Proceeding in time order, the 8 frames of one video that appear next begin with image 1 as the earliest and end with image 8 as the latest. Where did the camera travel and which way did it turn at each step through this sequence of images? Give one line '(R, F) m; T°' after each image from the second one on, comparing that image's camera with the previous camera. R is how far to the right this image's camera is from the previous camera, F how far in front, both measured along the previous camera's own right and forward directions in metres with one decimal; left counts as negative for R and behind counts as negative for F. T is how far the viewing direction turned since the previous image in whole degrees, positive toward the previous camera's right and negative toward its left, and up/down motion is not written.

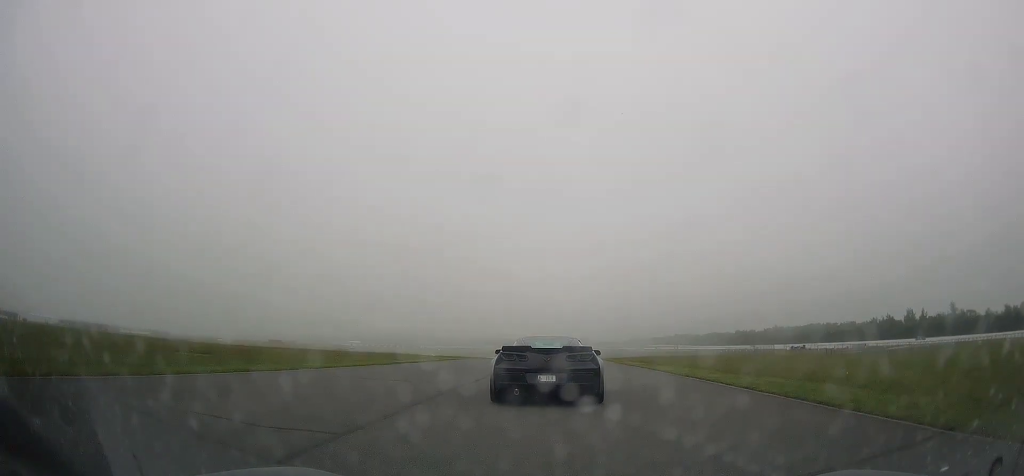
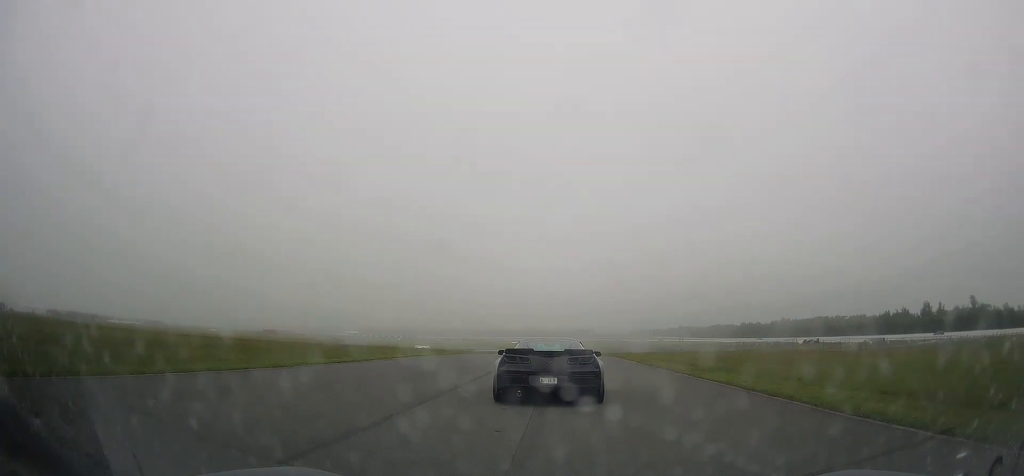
(0.0, +12.3) m; 0°
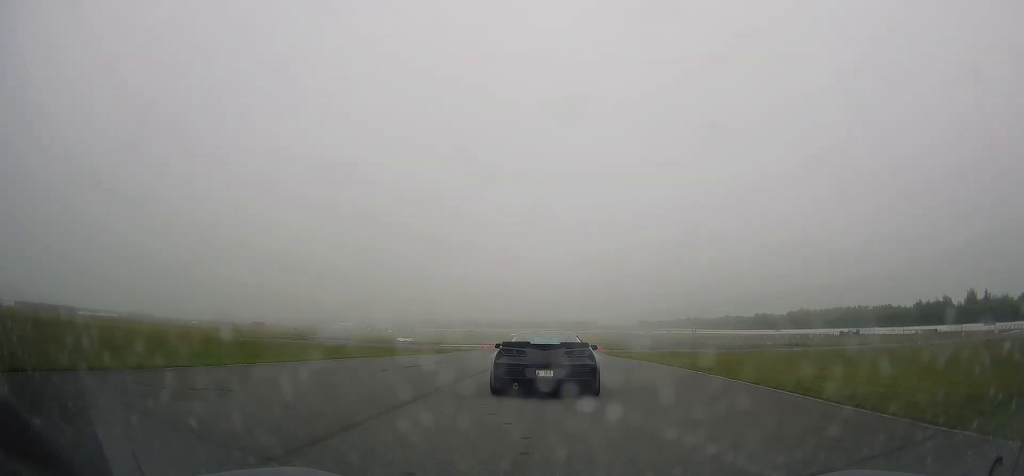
(0.0, +30.8) m; 0°
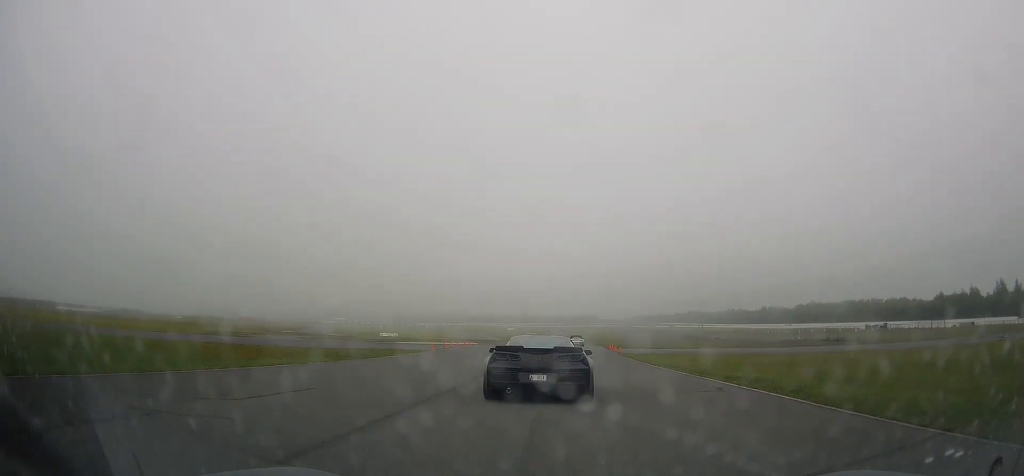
(0.0, +19.4) m; 0°
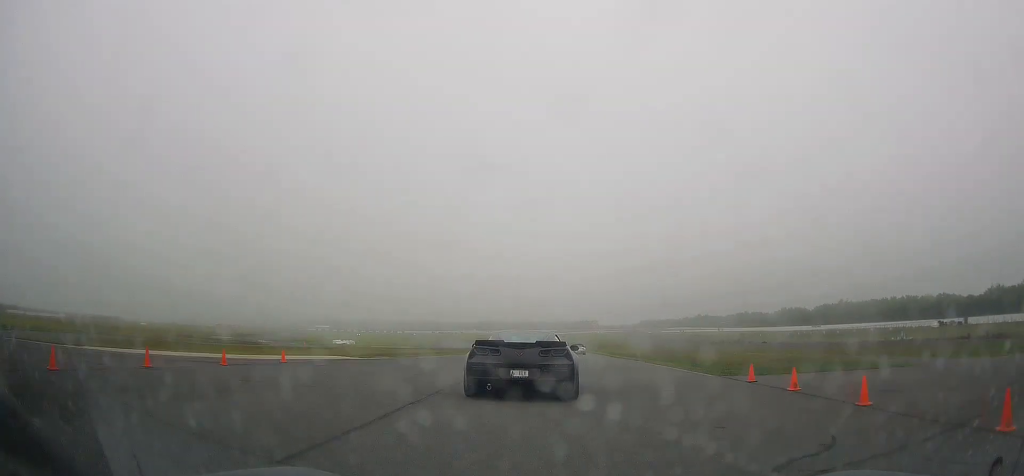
(0.0, +42.0) m; 0°
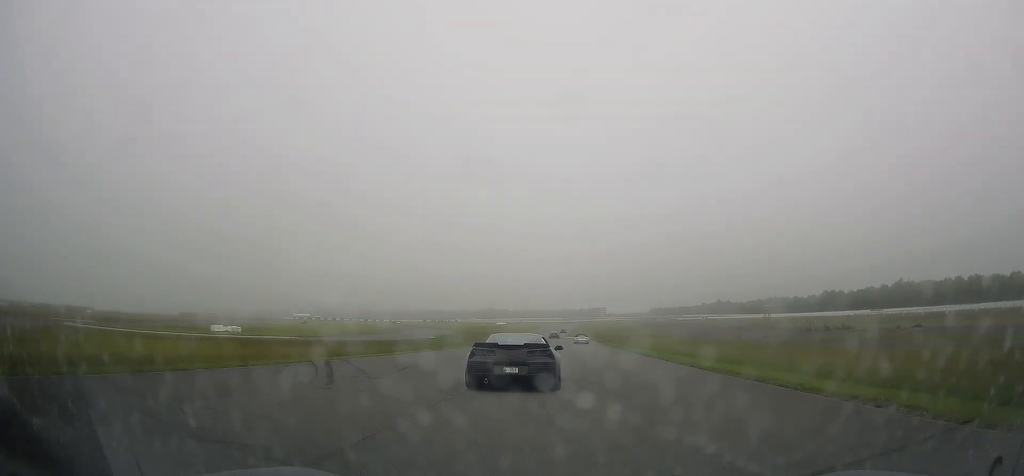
(0.0, +61.6) m; 0°
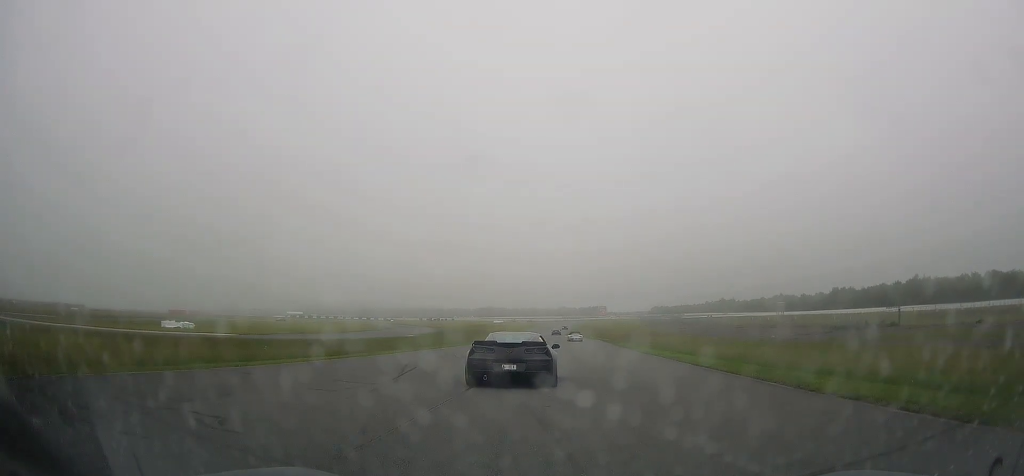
(+0.1, +14.3) m; 0°
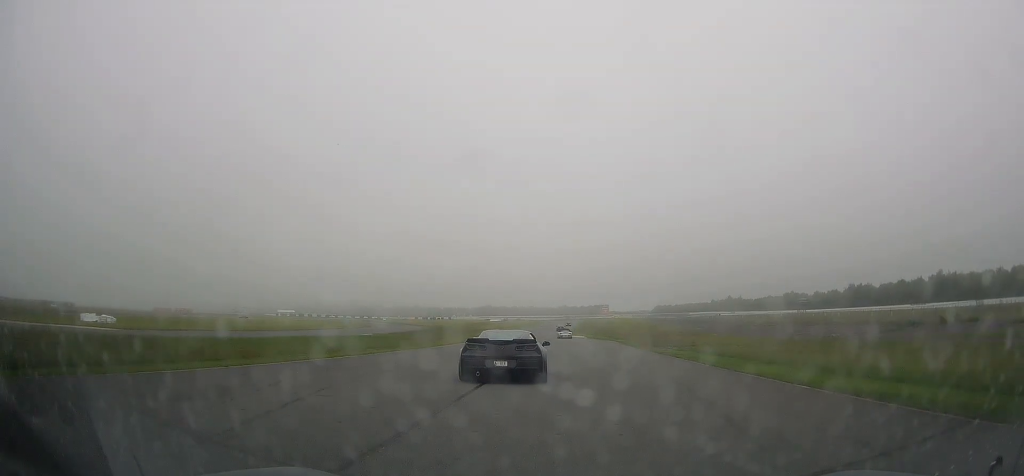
(-0.2, +19.6) m; 0°
